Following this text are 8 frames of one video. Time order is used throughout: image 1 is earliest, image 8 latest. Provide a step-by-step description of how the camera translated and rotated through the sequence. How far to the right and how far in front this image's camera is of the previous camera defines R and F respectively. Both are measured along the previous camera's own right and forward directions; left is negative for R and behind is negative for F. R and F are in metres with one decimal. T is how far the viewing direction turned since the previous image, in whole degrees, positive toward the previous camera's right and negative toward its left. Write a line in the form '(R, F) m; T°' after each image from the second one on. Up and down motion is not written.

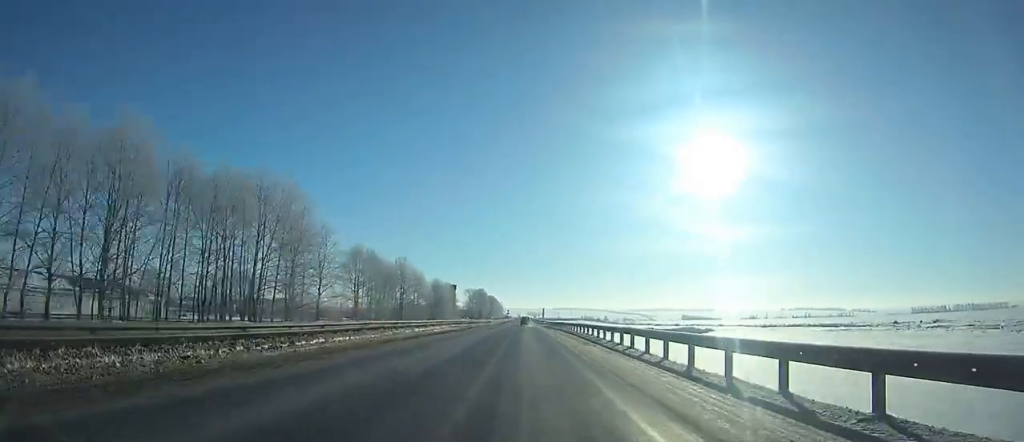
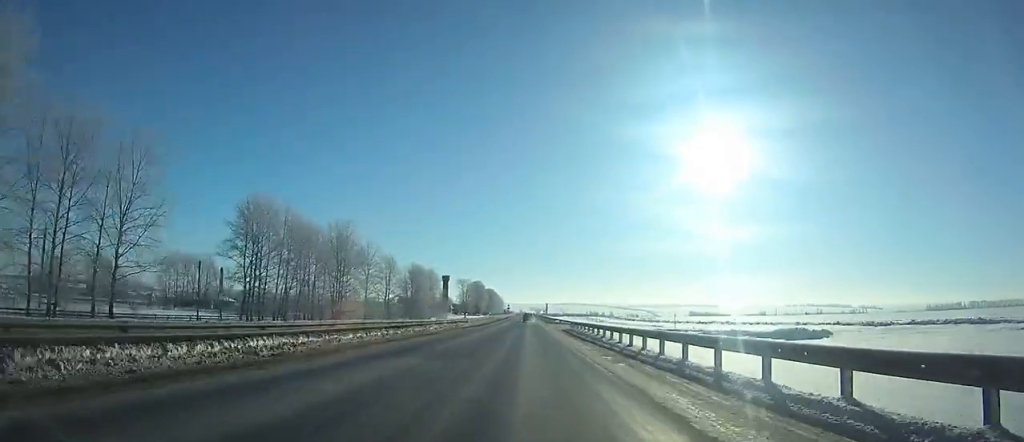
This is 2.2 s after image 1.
(0.0, +51.9) m; 0°
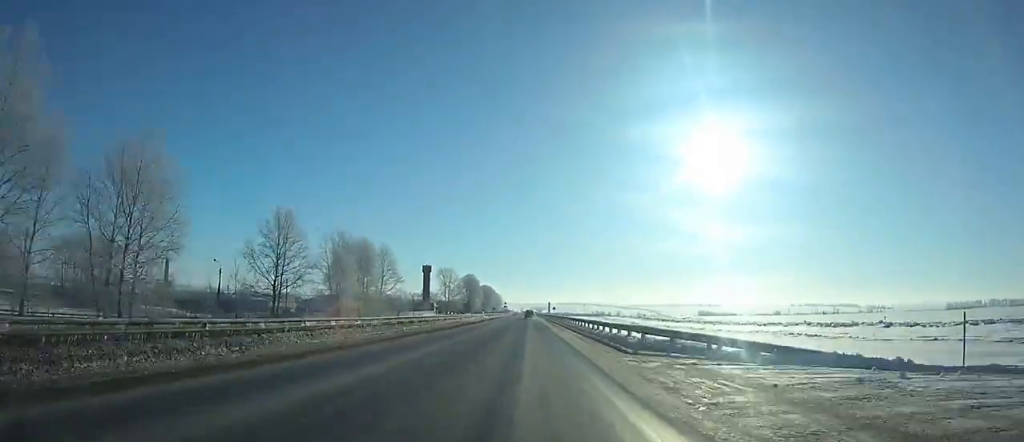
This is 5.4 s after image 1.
(+0.1, +74.0) m; 0°
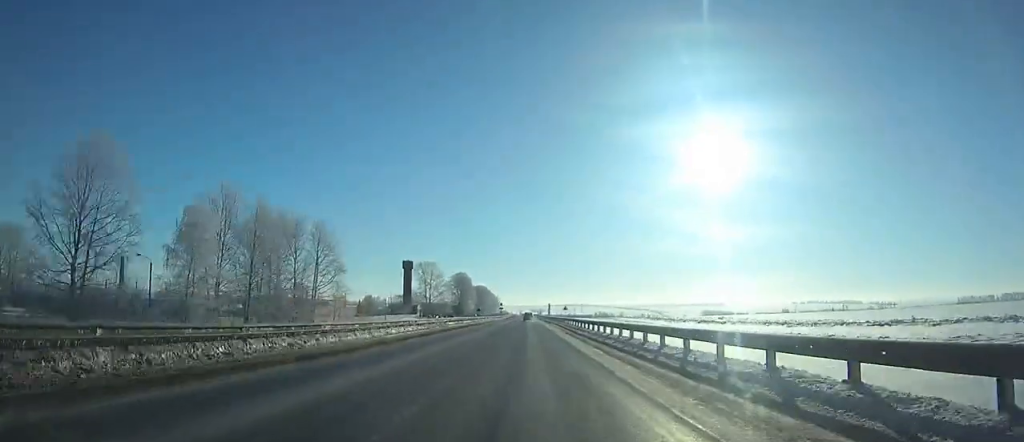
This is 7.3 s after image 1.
(0.0, +43.2) m; 0°
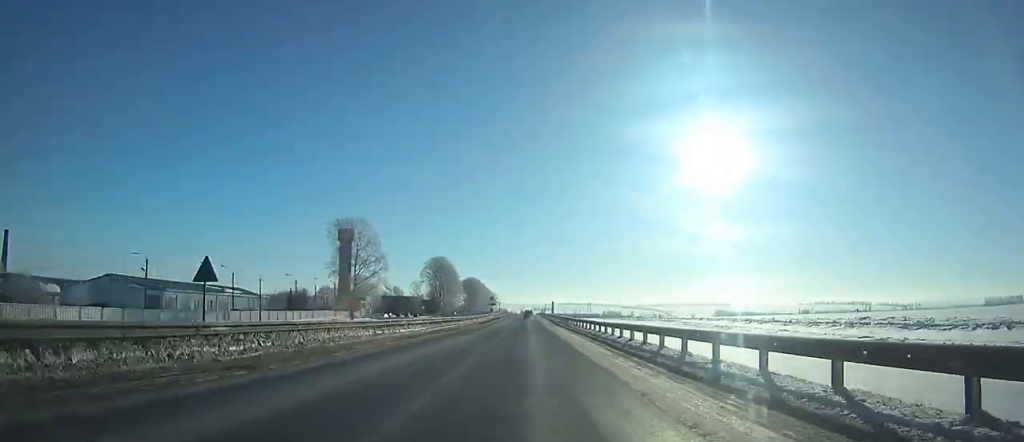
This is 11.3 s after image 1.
(-0.1, +89.1) m; 0°
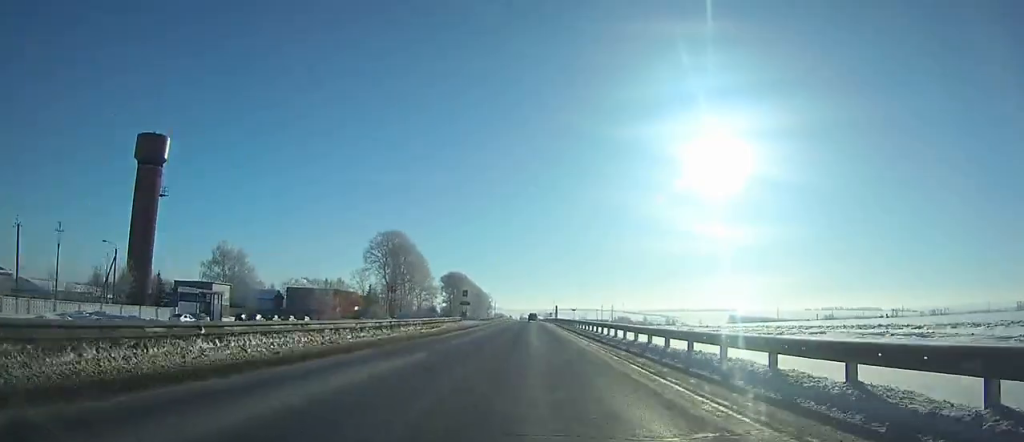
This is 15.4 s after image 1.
(+0.6, +94.0) m; +1°
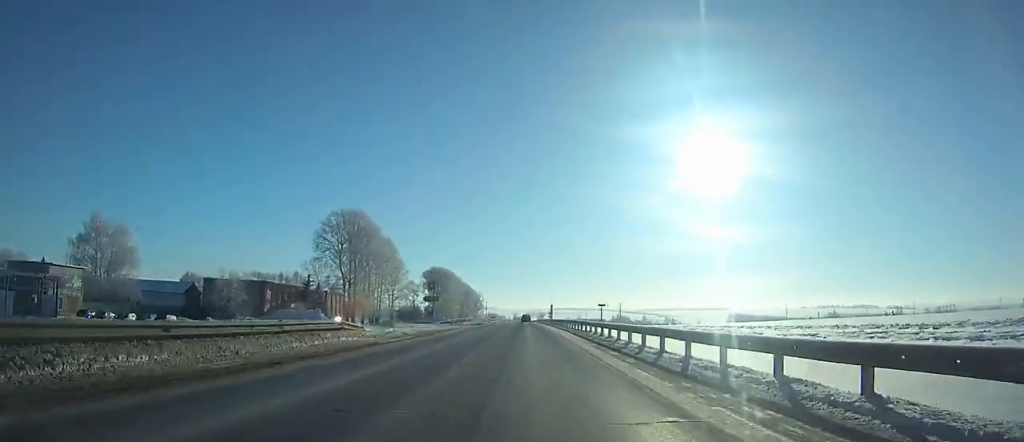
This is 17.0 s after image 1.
(0.0, +37.7) m; 0°
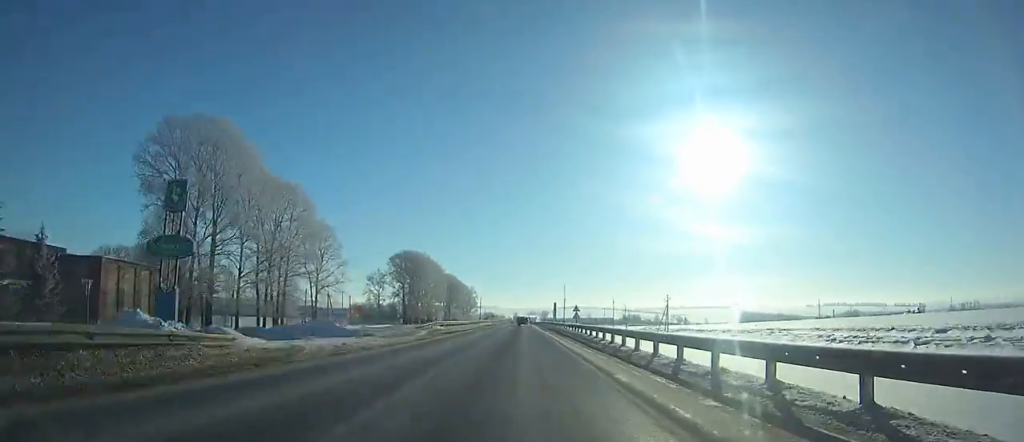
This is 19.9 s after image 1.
(-0.1, +69.4) m; 0°
